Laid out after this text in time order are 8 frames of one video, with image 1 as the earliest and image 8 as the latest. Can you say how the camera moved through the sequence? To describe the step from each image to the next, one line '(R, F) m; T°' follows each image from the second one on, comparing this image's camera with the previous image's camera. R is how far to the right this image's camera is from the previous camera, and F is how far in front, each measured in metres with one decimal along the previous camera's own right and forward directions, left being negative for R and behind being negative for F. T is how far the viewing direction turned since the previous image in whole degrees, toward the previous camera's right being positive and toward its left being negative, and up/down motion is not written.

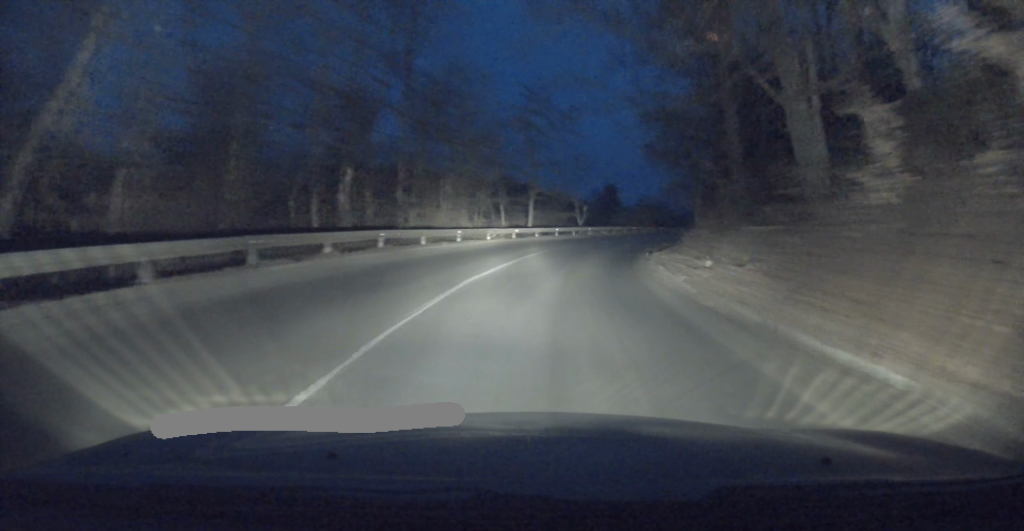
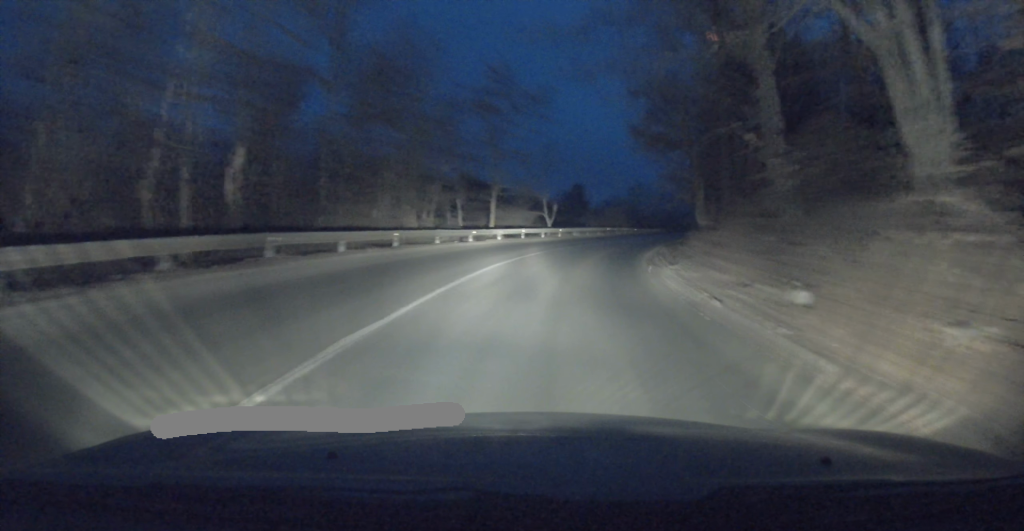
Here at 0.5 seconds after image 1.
(+0.4, +6.4) m; +3°
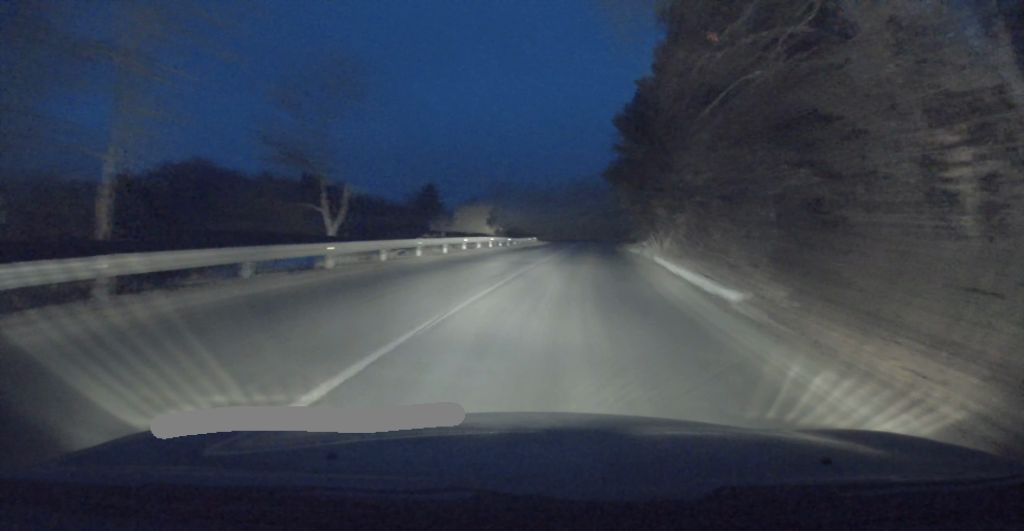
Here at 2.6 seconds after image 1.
(+1.7, +27.0) m; +7°
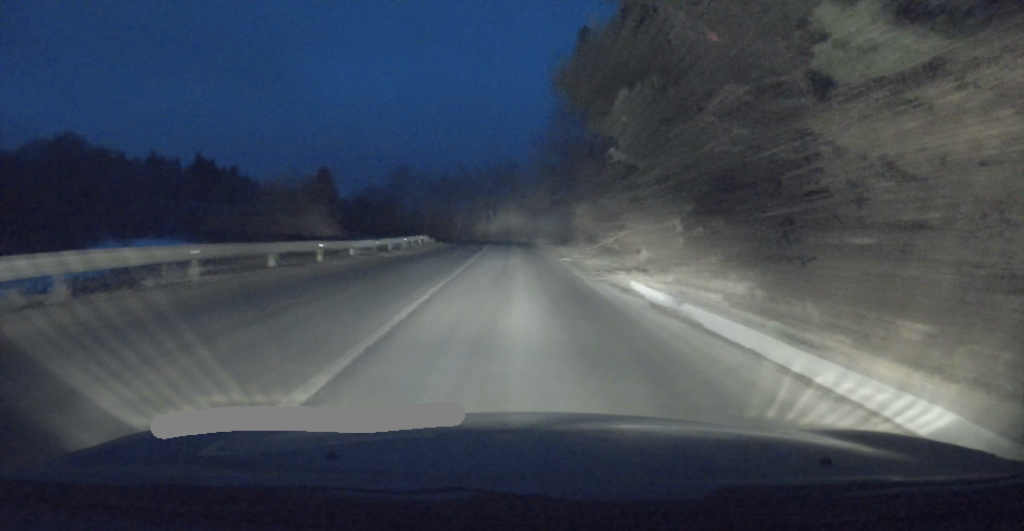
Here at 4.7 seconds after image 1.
(+2.0, +25.2) m; +7°
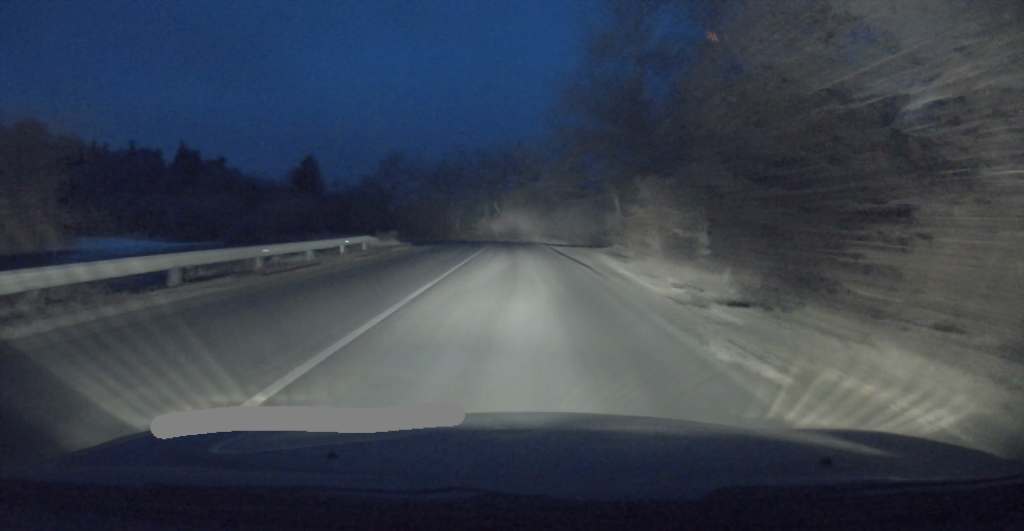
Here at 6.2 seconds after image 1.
(+0.1, +19.3) m; +2°
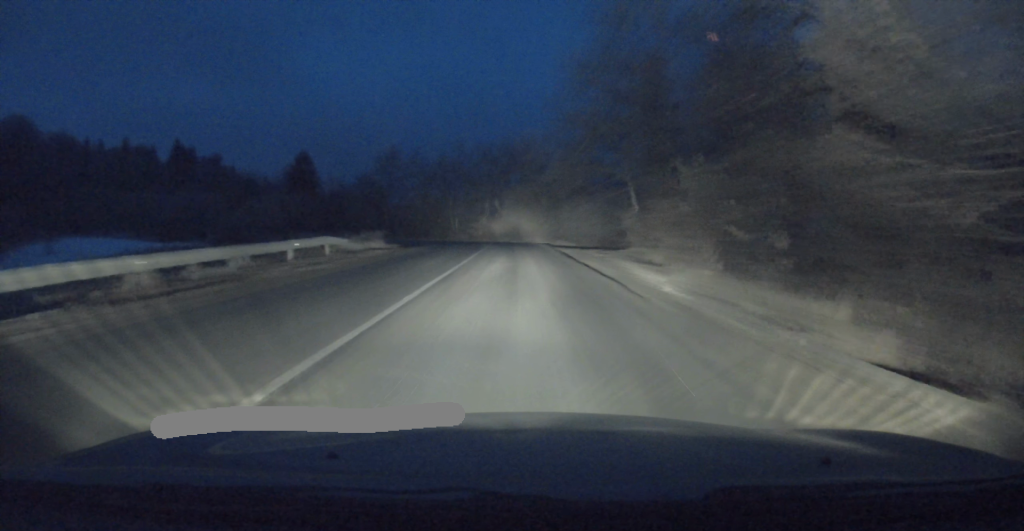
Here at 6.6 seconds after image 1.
(+0.2, +5.4) m; 0°
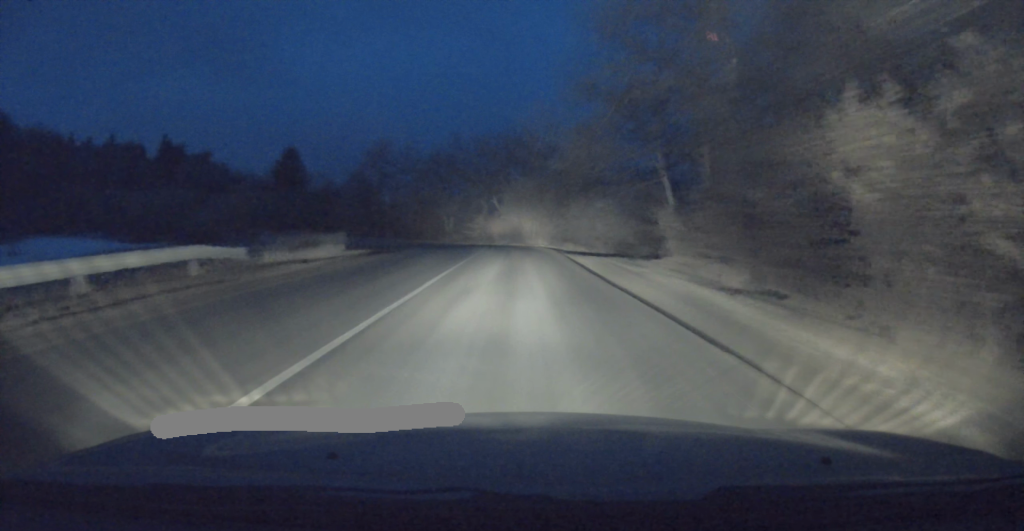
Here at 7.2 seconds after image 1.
(+0.2, +9.0) m; 0°
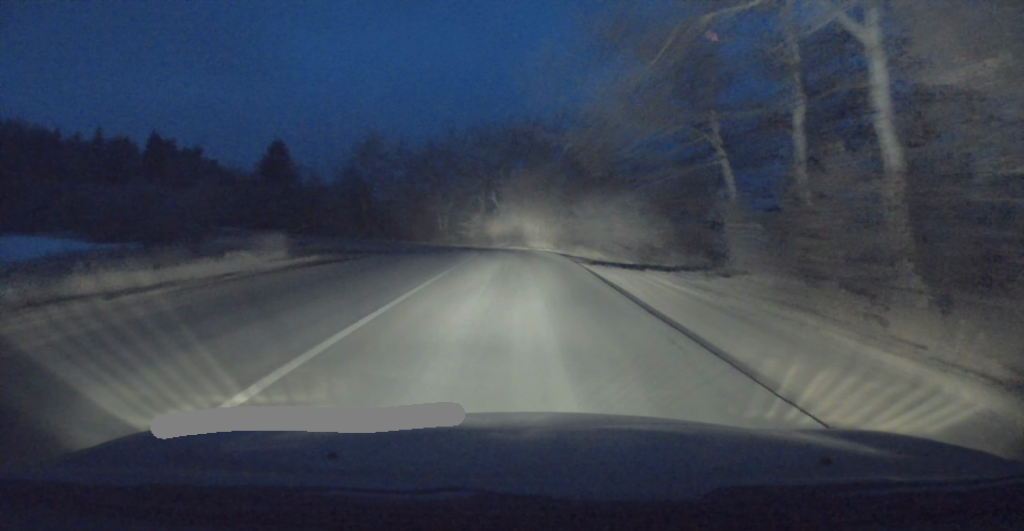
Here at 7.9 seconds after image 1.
(-0.2, +8.7) m; -1°
